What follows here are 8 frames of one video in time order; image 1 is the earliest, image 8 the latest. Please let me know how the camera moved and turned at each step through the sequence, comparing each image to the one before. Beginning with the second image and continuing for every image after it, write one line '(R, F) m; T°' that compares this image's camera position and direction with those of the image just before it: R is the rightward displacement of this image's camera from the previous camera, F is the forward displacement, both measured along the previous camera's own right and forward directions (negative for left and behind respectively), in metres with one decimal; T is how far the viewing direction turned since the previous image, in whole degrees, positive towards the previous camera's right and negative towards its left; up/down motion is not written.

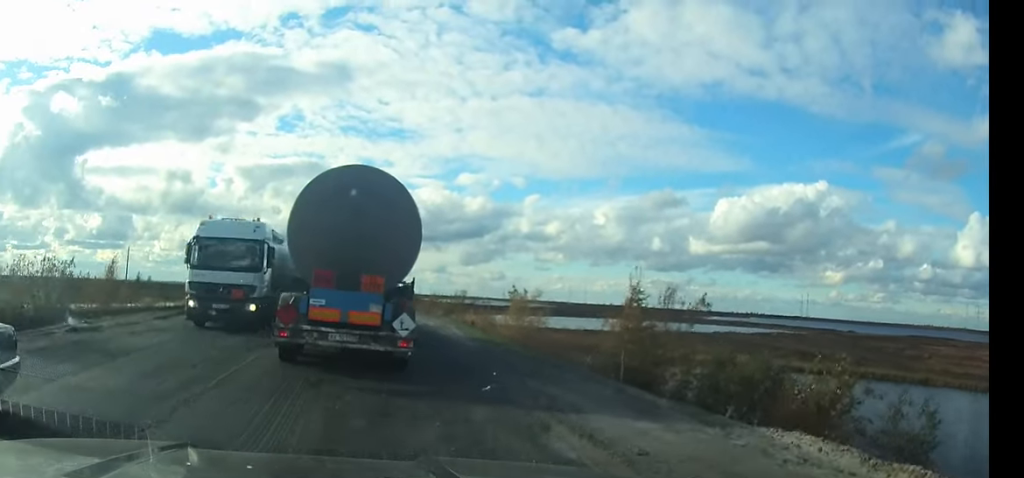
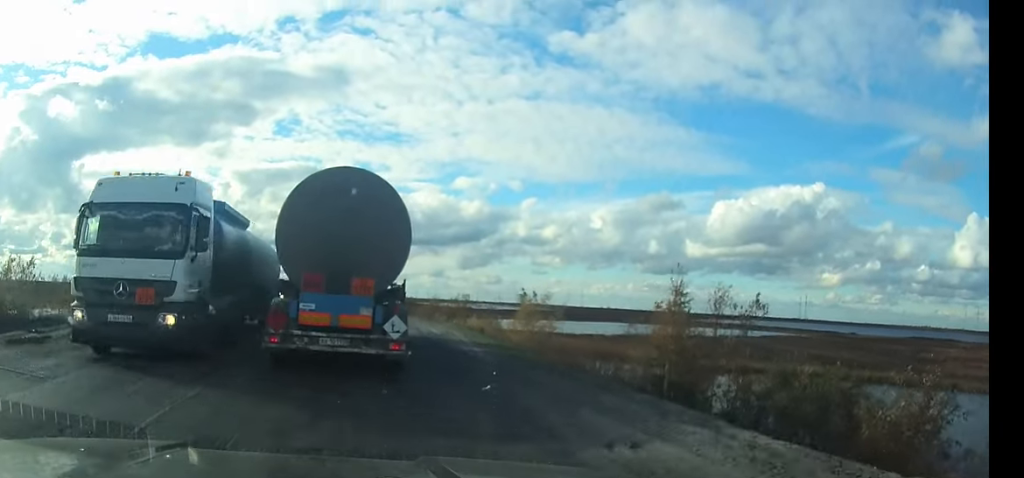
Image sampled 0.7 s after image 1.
(0.0, +3.0) m; -1°
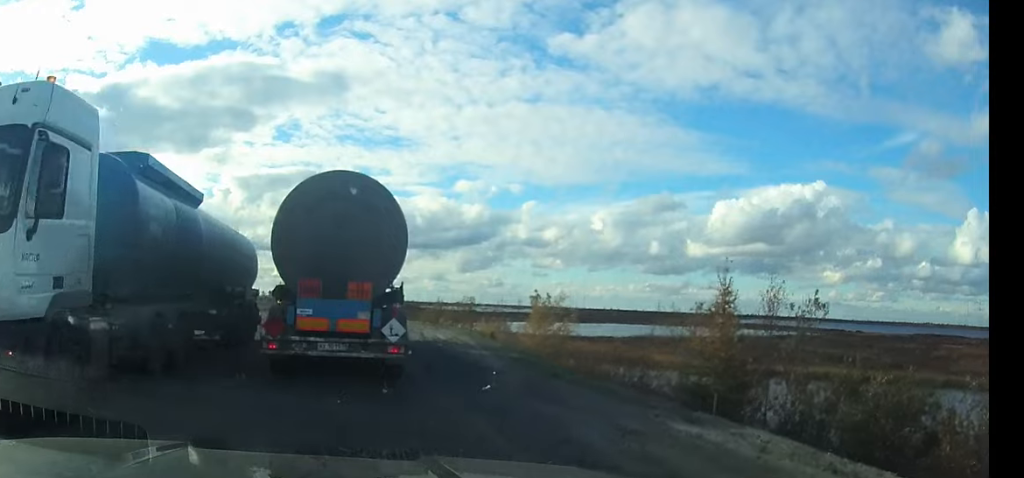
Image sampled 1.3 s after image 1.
(0.0, +2.4) m; -1°
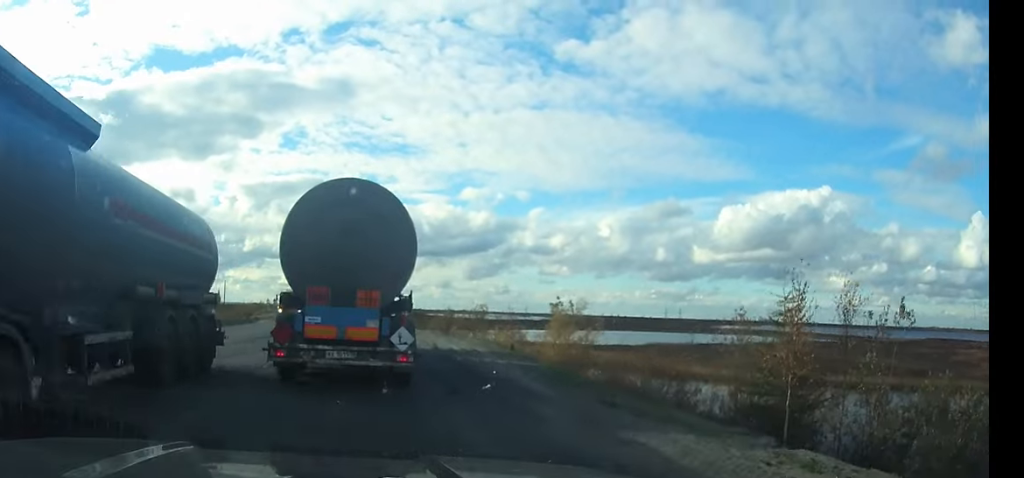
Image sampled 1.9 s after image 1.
(0.0, +2.4) m; 0°
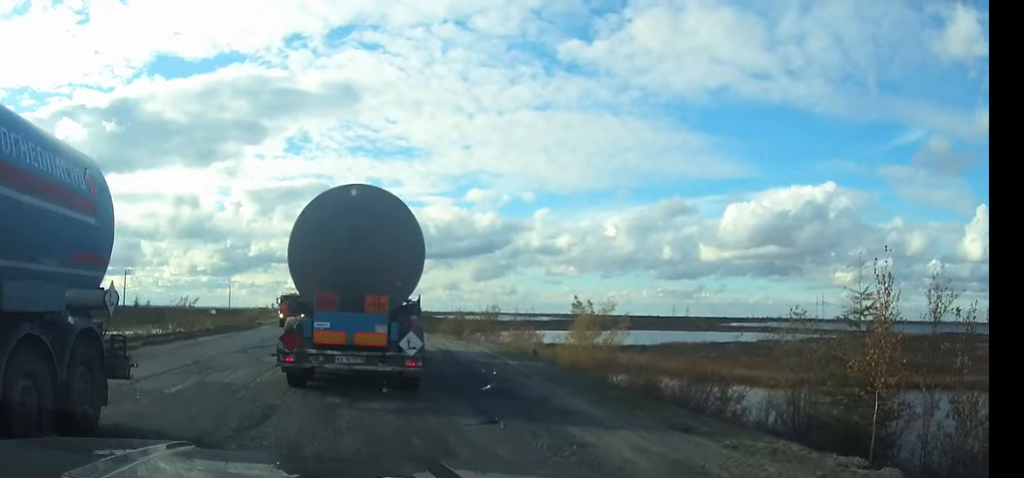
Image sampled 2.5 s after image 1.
(0.0, +2.4) m; 0°
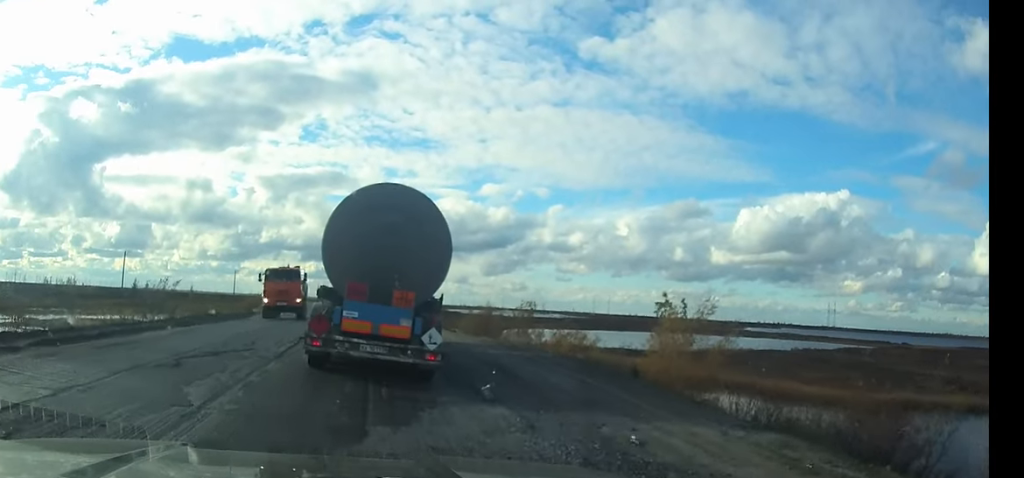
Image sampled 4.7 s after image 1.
(0.0, +8.3) m; 0°
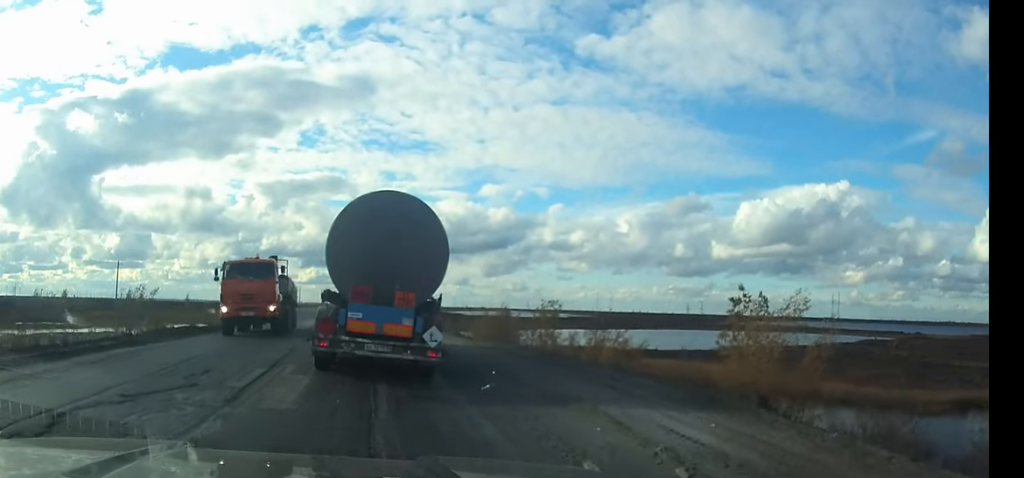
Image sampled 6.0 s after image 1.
(0.0, +5.4) m; 0°
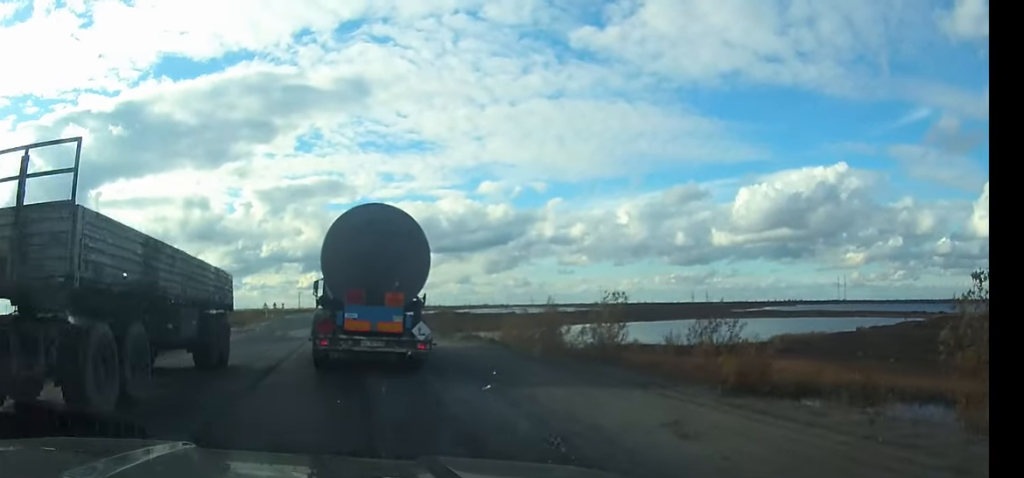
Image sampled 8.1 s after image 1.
(-0.1, +10.1) m; -1°
